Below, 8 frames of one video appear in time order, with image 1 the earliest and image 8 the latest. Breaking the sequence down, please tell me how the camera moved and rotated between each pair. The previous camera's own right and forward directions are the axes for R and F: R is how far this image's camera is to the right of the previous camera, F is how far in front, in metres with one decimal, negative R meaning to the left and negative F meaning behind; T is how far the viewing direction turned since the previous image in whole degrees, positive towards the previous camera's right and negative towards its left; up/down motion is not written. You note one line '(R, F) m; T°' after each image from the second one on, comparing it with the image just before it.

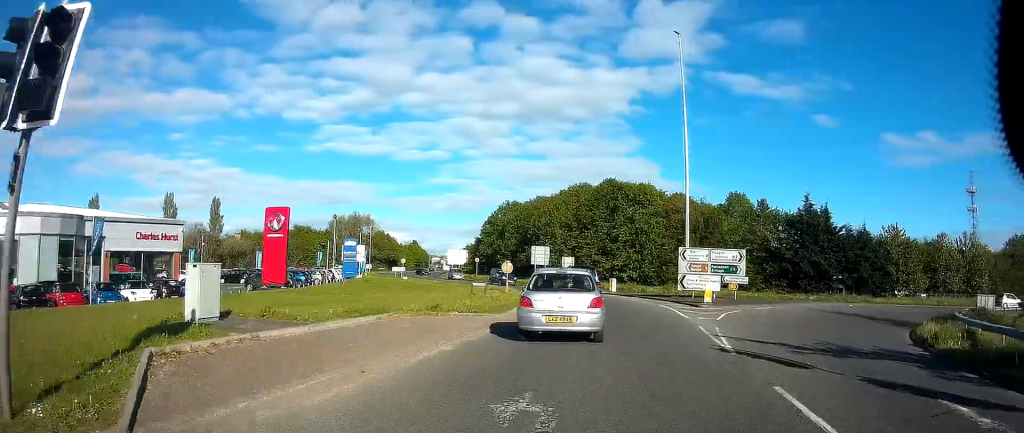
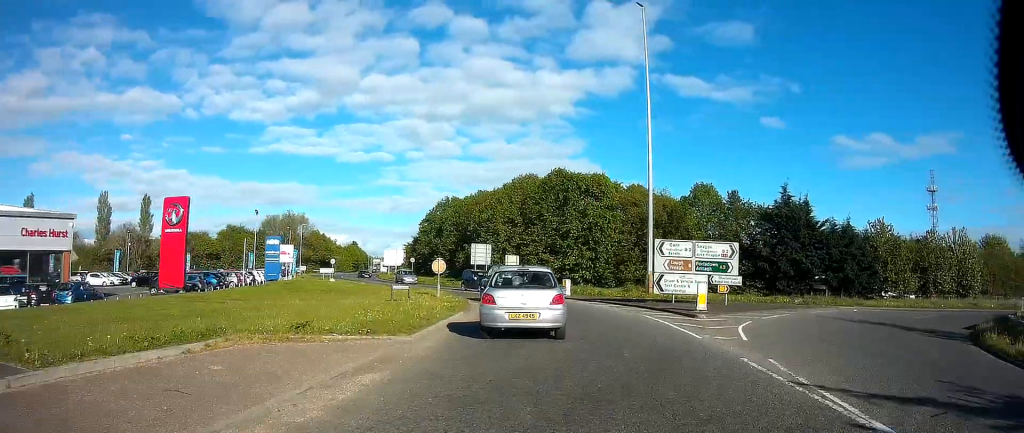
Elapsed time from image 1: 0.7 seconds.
(+0.5, +7.0) m; +3°
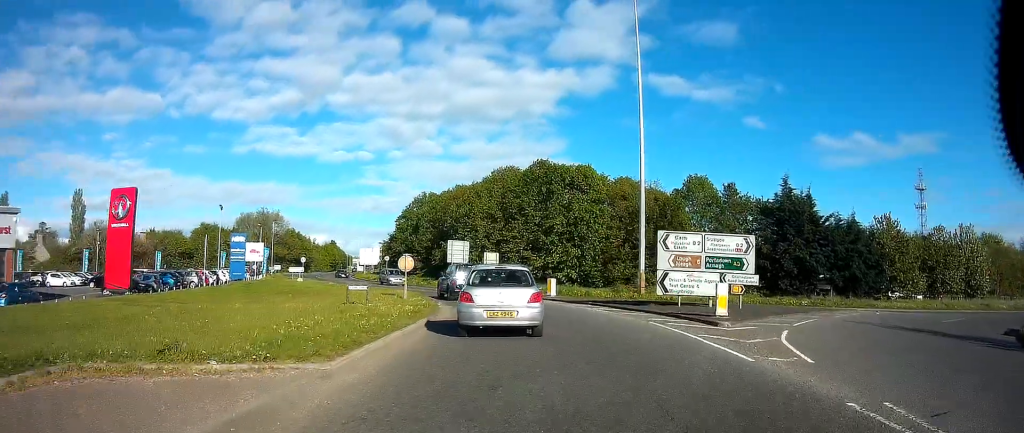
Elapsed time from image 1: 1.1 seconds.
(+0.3, +4.1) m; +1°
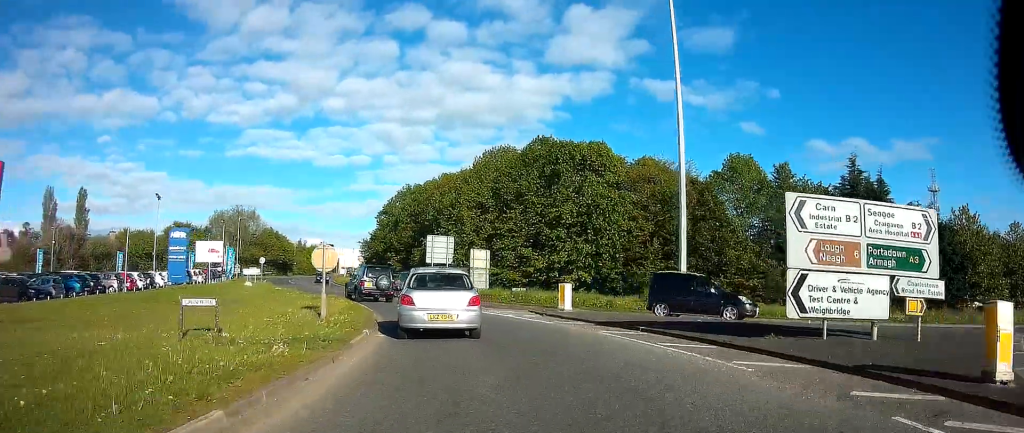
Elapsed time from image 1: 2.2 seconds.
(-0.4, +11.2) m; -5°
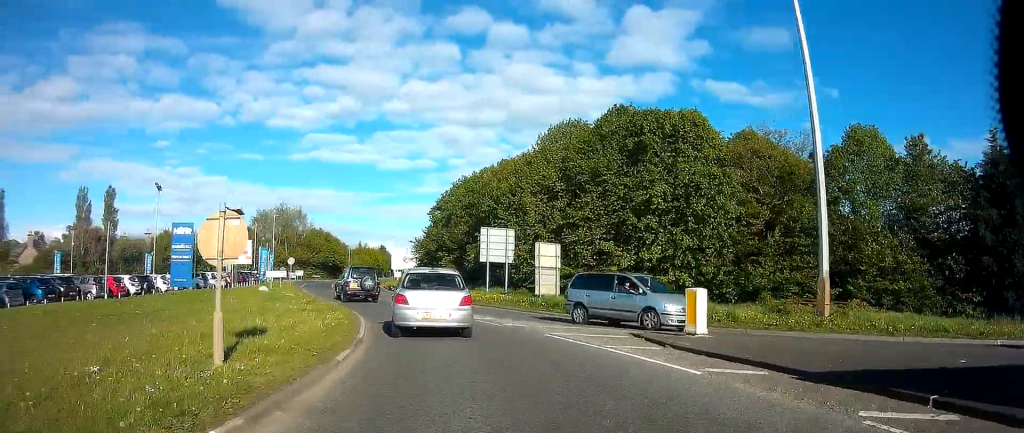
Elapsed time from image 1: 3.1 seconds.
(-0.4, +8.7) m; -5°
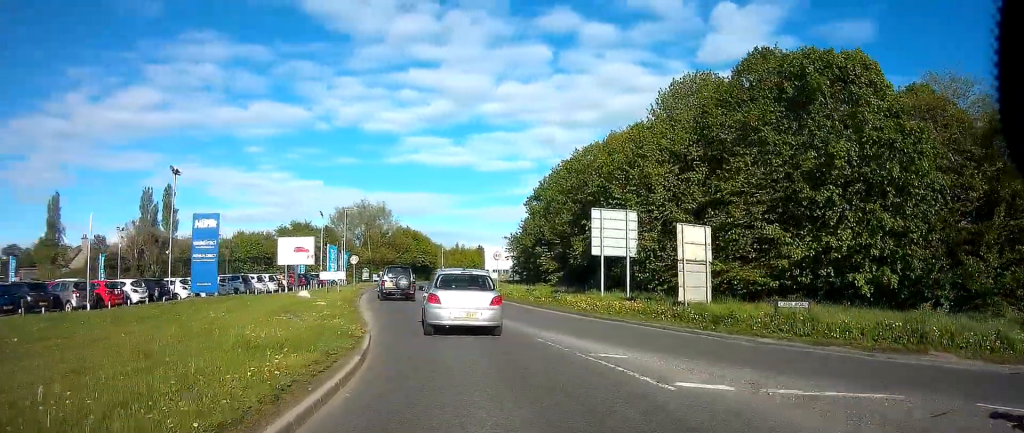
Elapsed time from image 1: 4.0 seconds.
(-0.4, +9.5) m; -7°
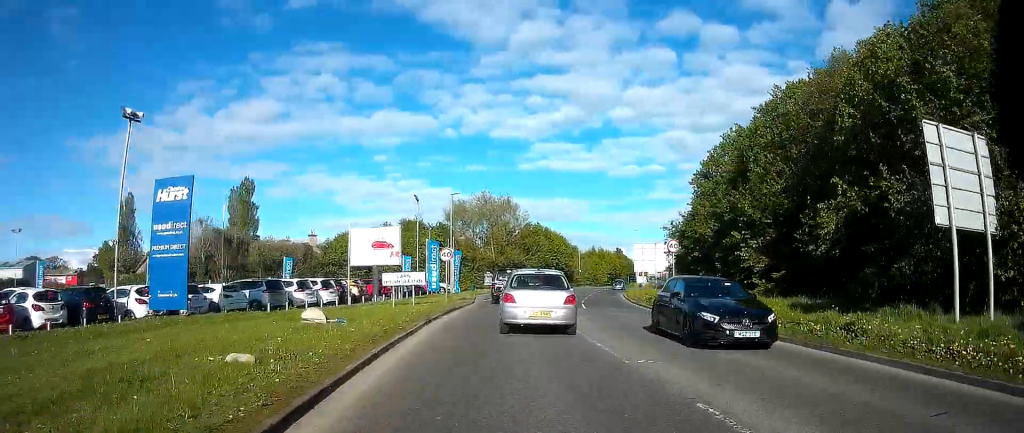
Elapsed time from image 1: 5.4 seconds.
(-1.3, +15.5) m; -7°
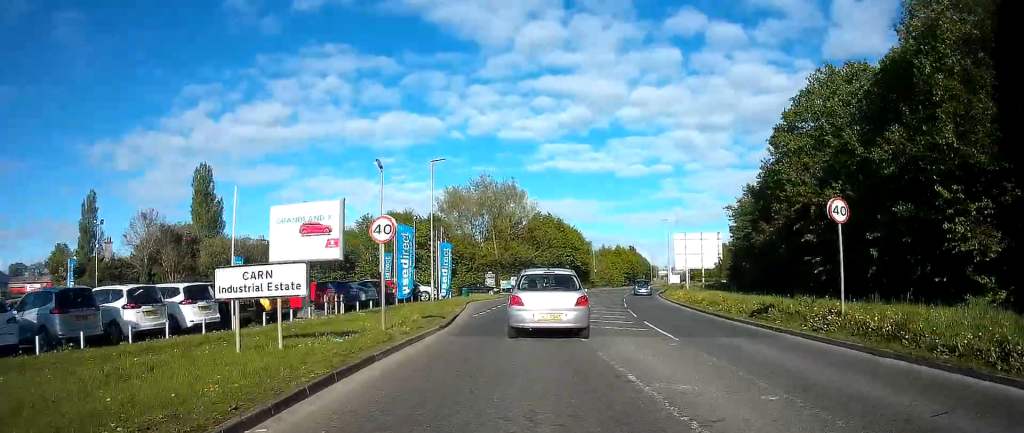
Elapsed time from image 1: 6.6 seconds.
(-0.3, +13.9) m; -3°
